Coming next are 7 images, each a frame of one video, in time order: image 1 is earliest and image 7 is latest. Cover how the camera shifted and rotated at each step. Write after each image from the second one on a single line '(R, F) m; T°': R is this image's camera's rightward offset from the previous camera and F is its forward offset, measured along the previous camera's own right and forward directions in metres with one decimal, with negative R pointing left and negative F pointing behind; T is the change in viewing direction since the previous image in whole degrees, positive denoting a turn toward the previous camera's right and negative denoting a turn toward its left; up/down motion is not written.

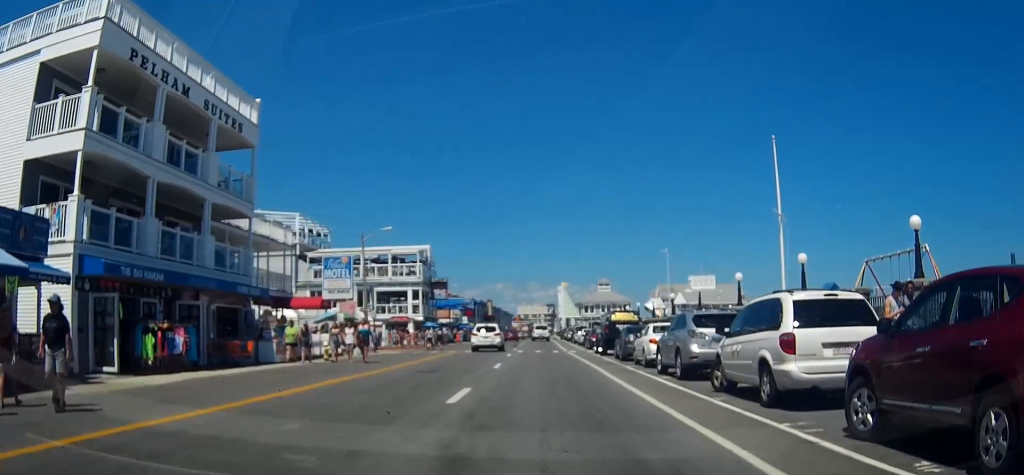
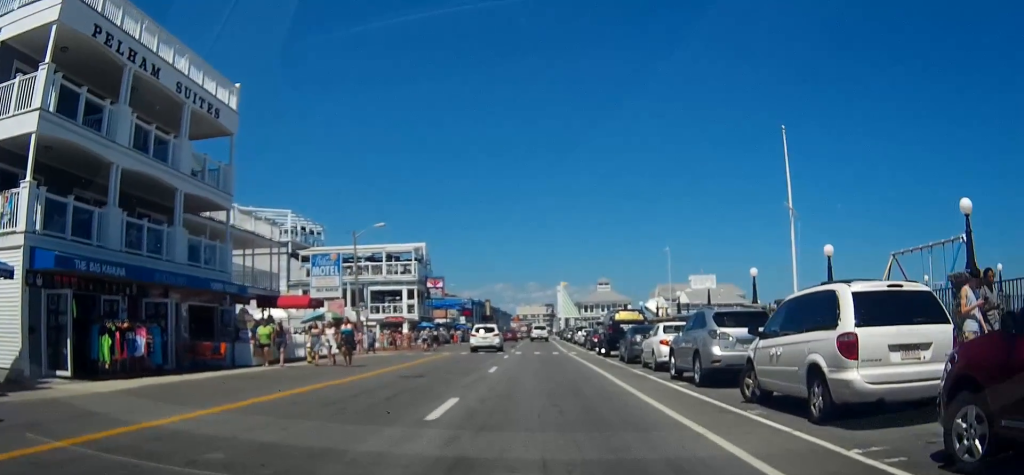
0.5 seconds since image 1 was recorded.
(0.0, +2.2) m; 0°
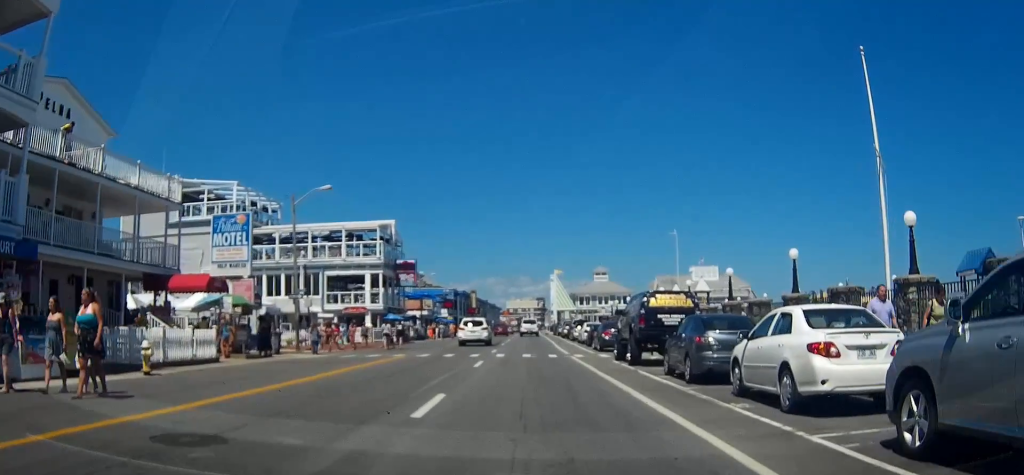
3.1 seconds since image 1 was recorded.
(+0.2, +12.5) m; 0°
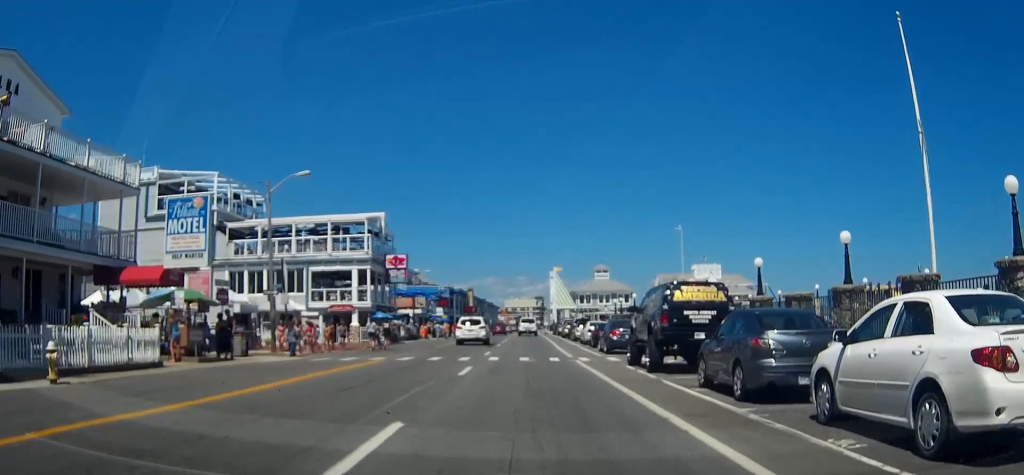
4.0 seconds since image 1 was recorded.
(0.0, +4.2) m; -1°
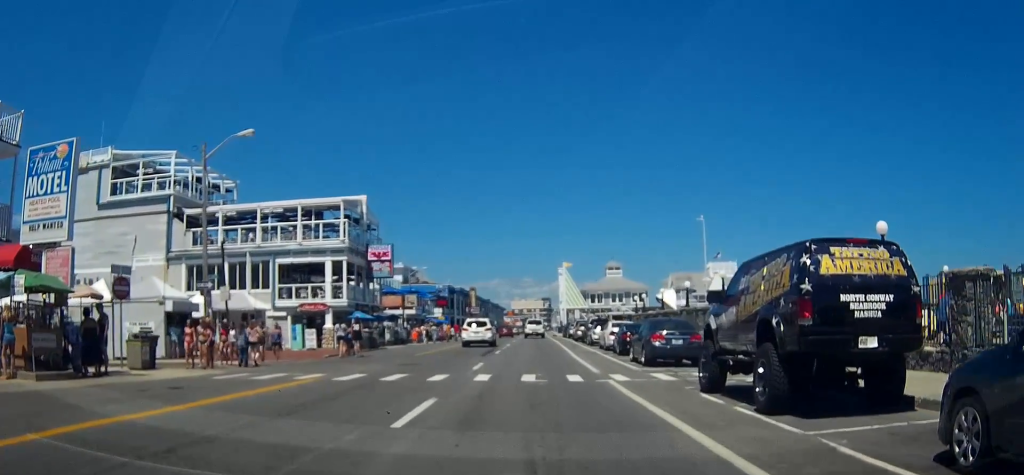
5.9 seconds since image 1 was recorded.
(-0.2, +9.4) m; -2°
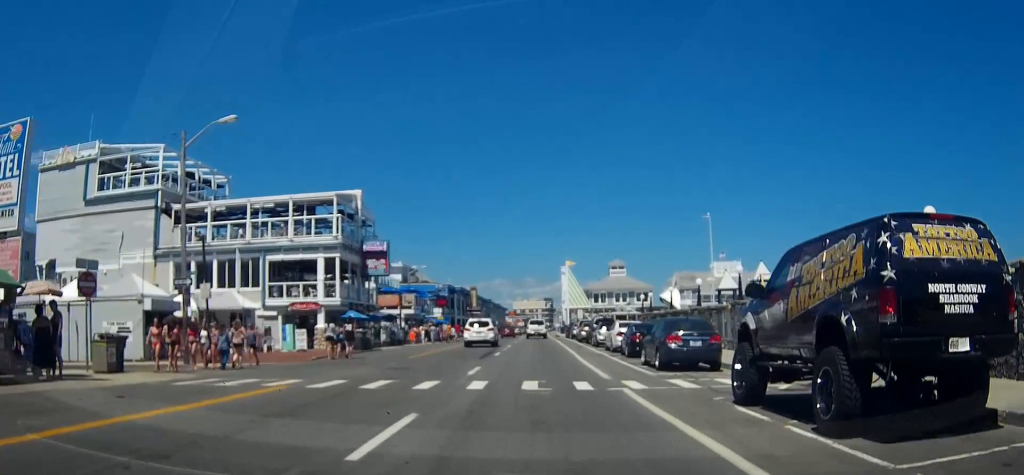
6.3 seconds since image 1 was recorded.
(0.0, +2.2) m; 0°
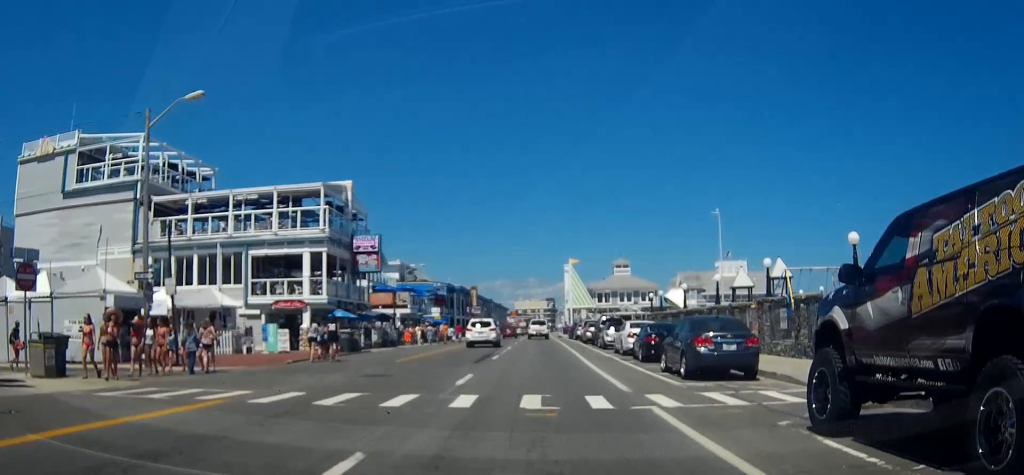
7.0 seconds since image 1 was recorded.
(0.0, +3.2) m; 0°
